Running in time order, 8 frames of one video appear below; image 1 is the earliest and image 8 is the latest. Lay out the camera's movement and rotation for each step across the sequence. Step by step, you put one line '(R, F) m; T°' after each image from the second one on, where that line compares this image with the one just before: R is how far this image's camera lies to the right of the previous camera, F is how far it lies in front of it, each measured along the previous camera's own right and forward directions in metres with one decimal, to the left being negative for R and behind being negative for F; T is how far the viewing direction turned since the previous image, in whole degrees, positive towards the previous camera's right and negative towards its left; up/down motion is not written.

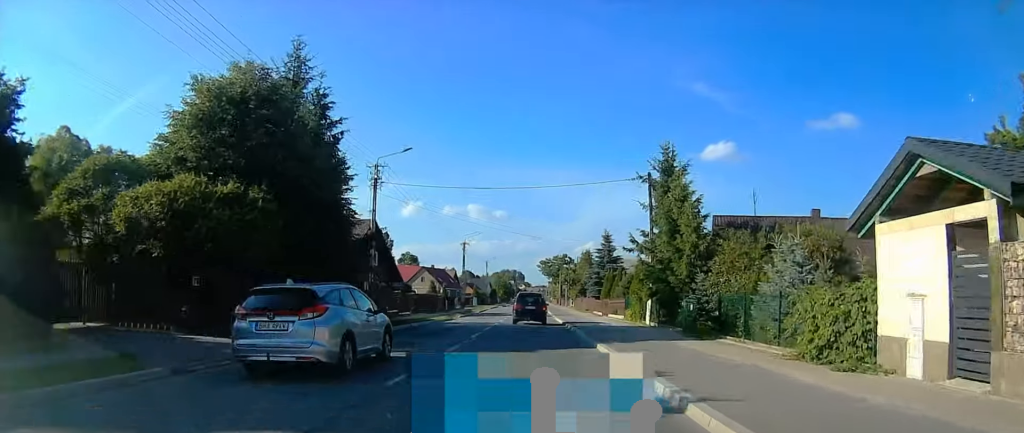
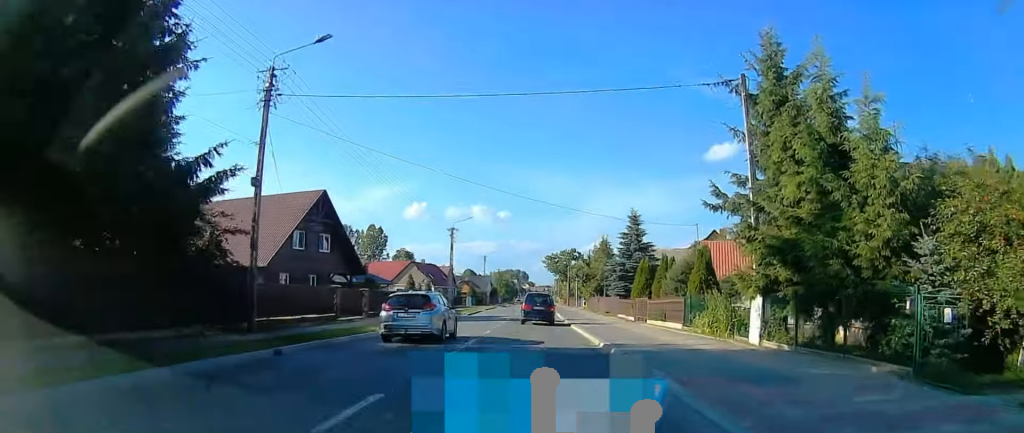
(-0.2, +16.4) m; -2°
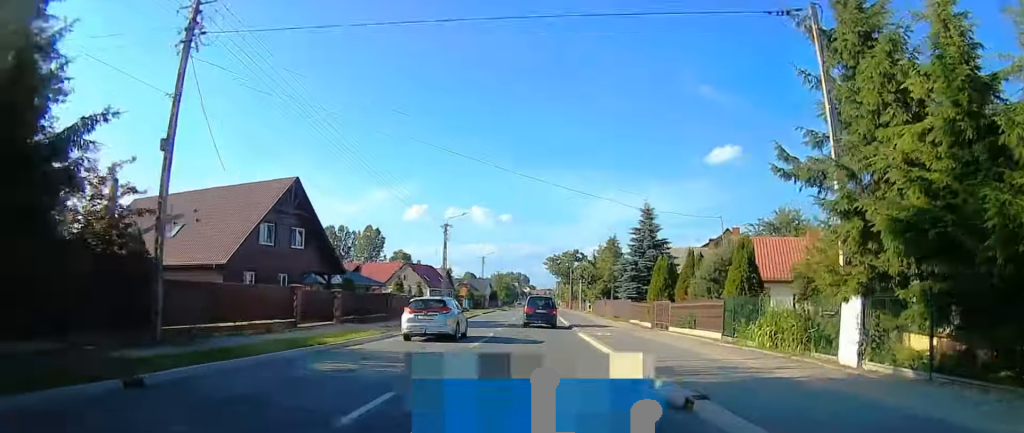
(0.0, +5.6) m; 0°
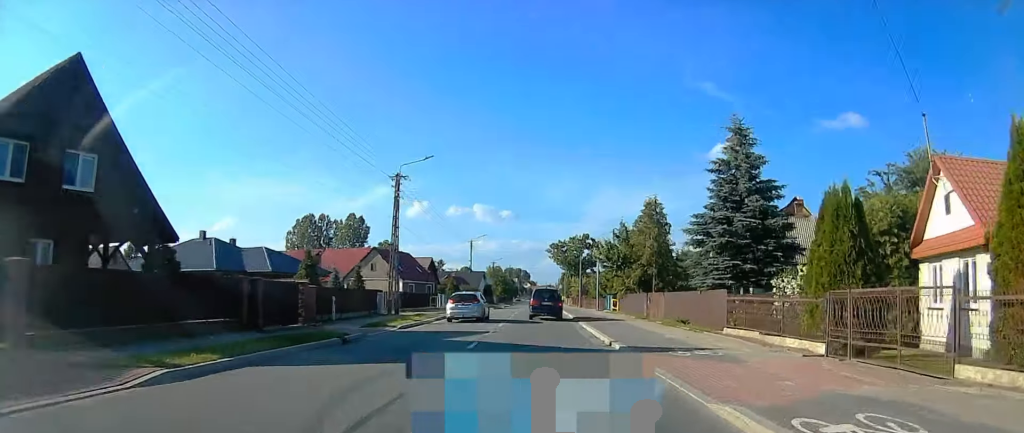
(-0.1, +20.7) m; -1°
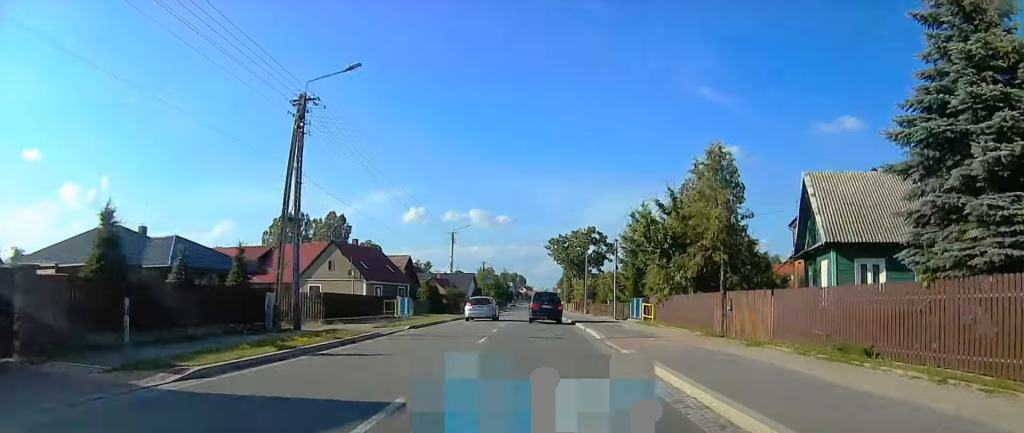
(-0.2, +15.5) m; +1°
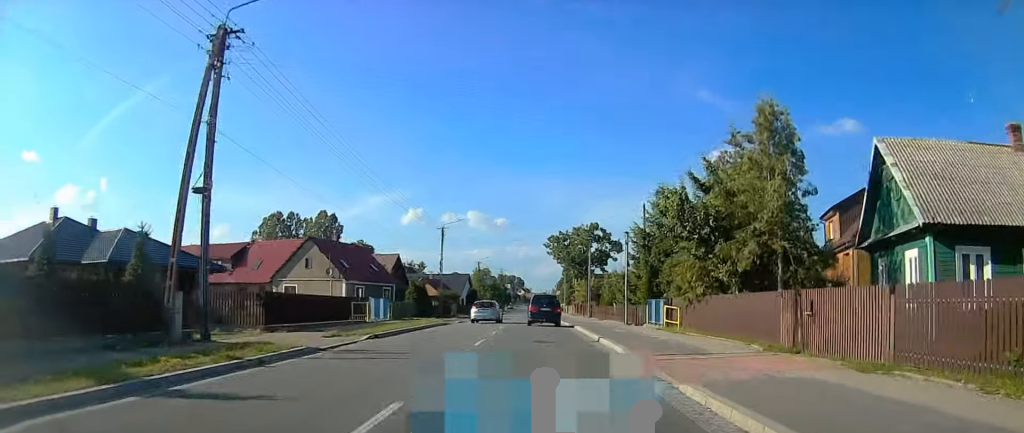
(+0.1, +6.4) m; +1°
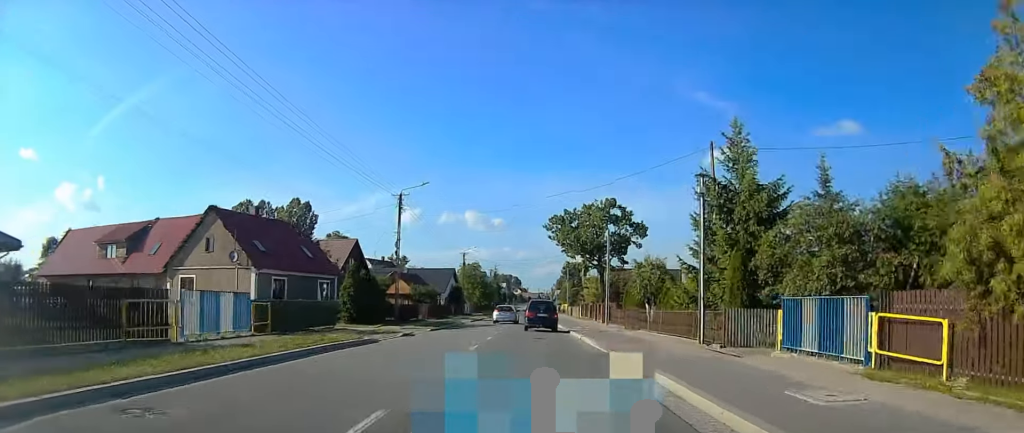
(+0.5, +18.3) m; +1°
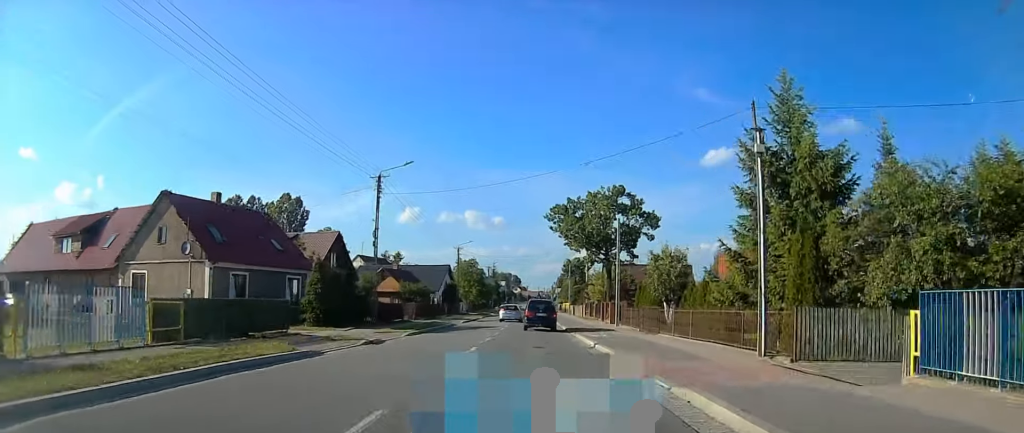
(0.0, +5.6) m; 0°
